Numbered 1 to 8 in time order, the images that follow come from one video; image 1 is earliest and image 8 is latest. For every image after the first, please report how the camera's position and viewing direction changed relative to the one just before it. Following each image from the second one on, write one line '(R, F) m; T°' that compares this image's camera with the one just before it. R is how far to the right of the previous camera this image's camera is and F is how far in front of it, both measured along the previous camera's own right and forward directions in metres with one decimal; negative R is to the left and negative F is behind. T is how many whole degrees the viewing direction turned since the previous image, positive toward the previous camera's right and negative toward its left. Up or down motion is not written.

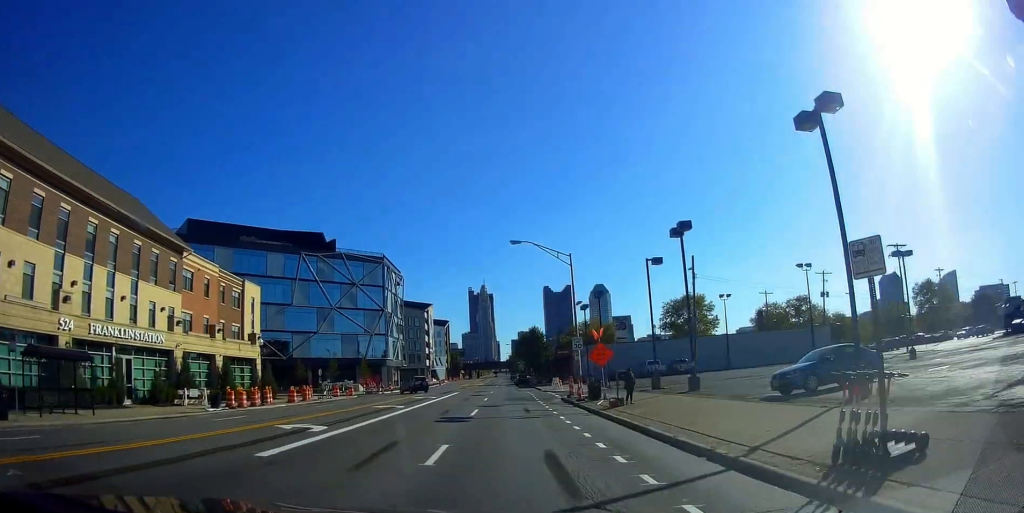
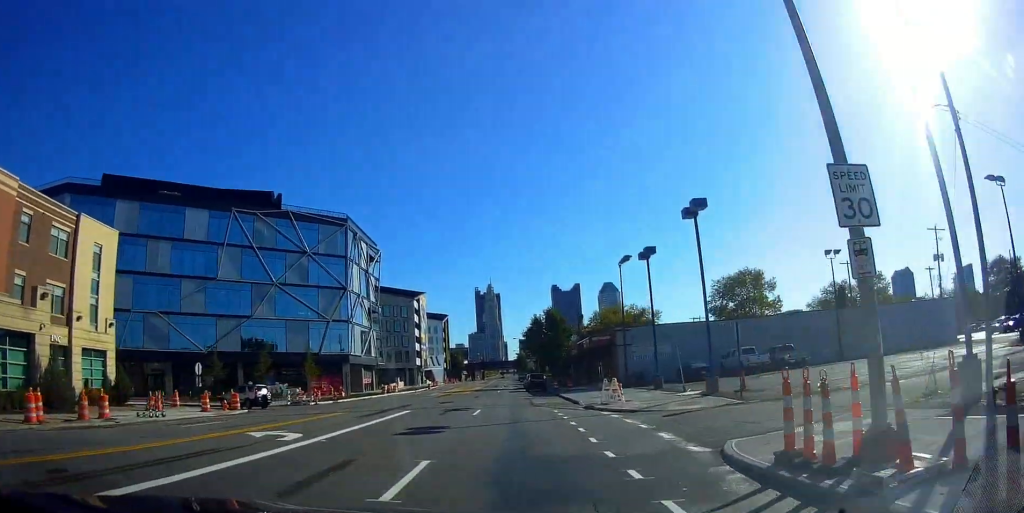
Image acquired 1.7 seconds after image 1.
(0.0, +27.1) m; -2°
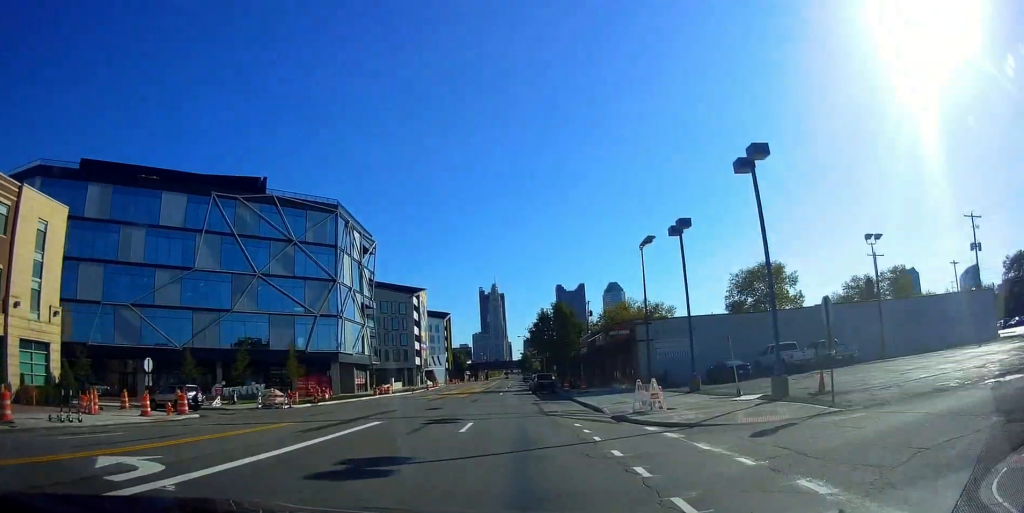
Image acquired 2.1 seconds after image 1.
(-0.4, +6.4) m; 0°
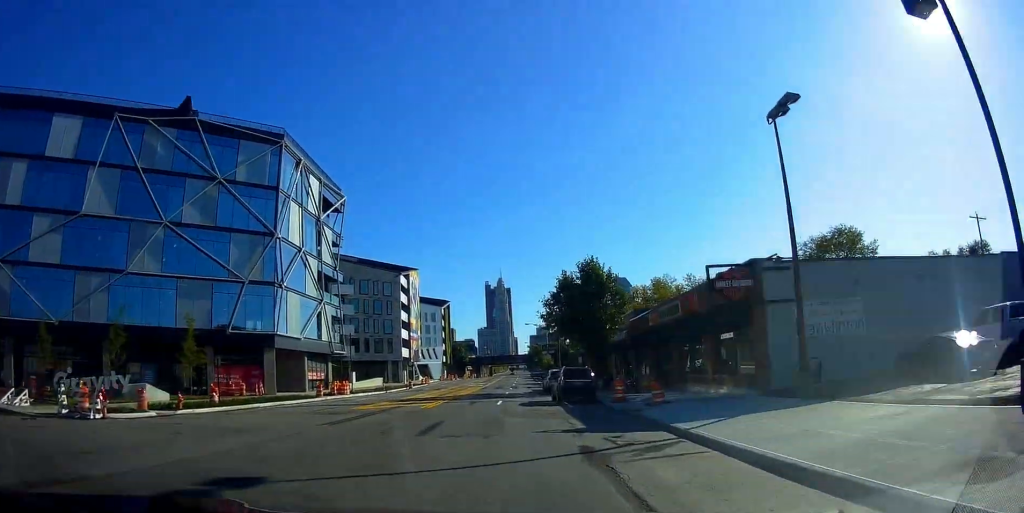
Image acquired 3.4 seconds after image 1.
(+0.6, +20.7) m; 0°
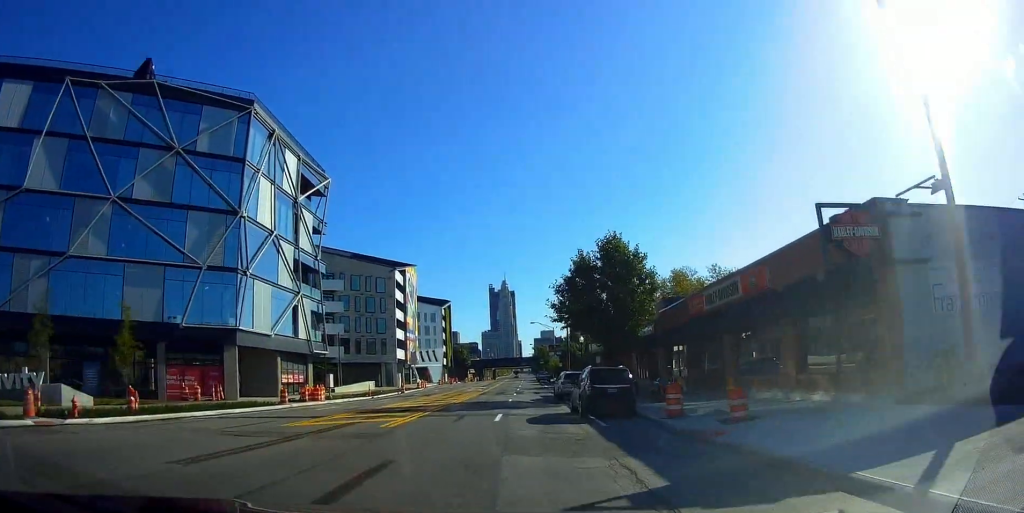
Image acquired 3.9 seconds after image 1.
(-0.4, +7.9) m; 0°
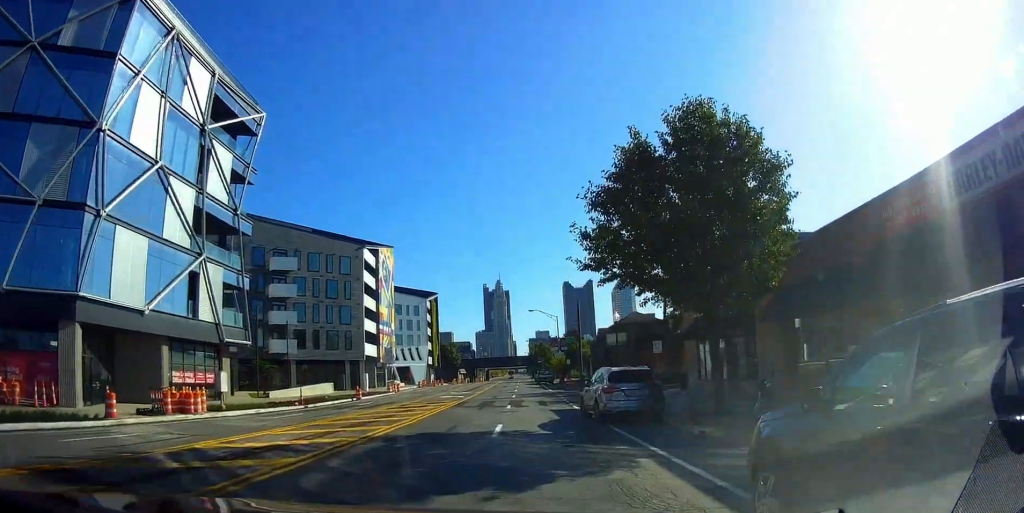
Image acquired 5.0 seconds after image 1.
(0.0, +16.6) m; 0°
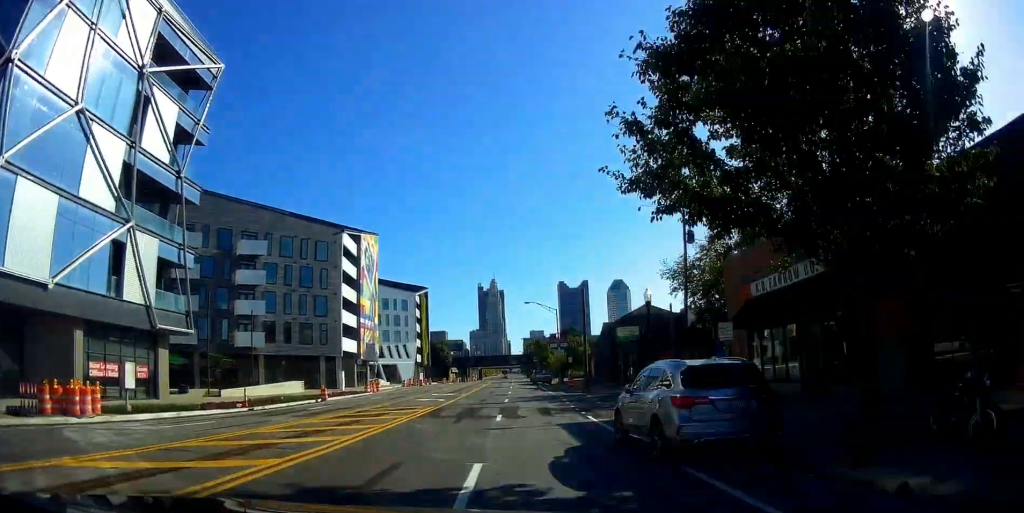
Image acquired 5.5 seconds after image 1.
(+0.2, +7.7) m; 0°
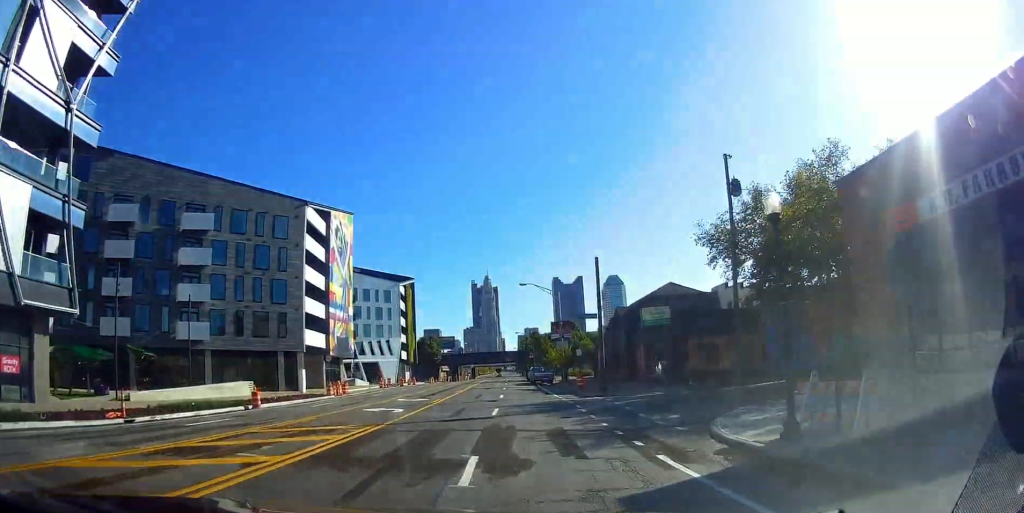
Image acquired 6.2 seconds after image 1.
(-0.5, +10.9) m; 0°
